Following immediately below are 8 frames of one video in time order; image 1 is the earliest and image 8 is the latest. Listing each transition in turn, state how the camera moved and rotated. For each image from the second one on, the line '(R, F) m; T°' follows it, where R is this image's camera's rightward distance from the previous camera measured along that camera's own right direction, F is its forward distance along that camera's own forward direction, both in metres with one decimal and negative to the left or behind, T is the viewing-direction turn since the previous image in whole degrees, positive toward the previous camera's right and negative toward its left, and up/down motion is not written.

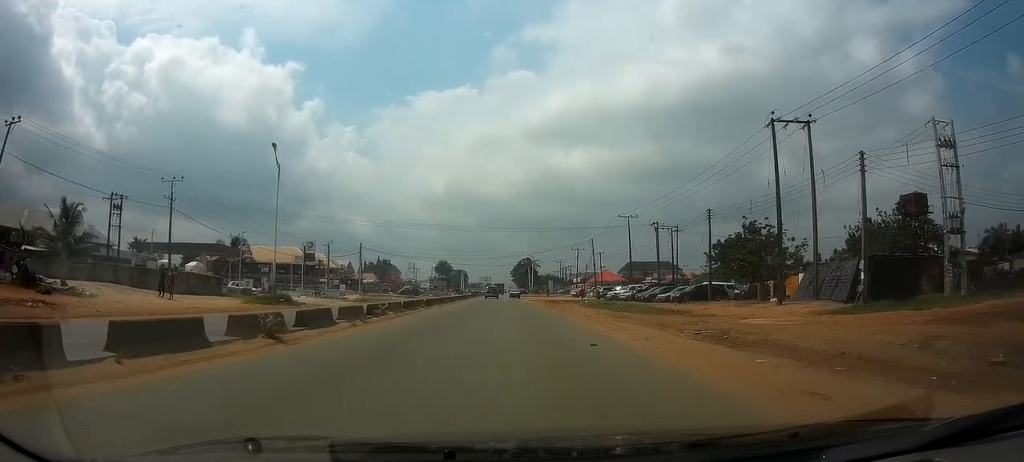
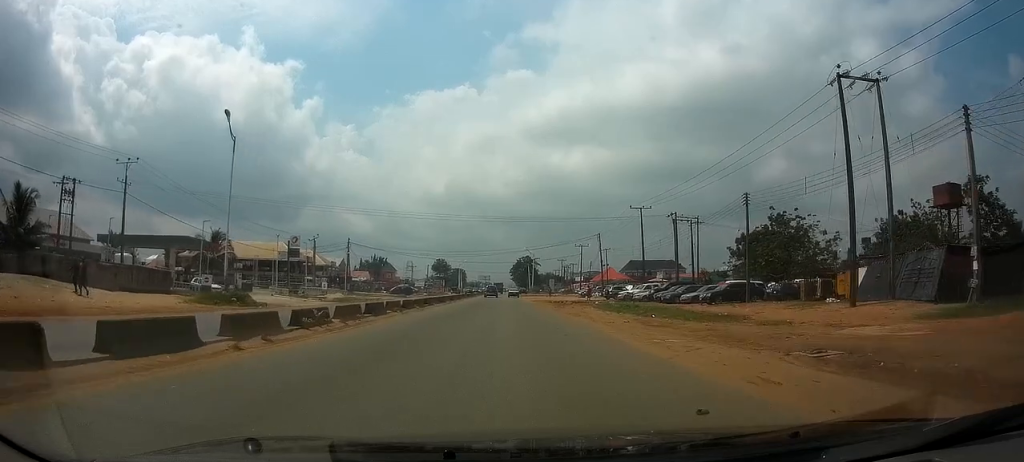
(+0.1, +7.3) m; +1°
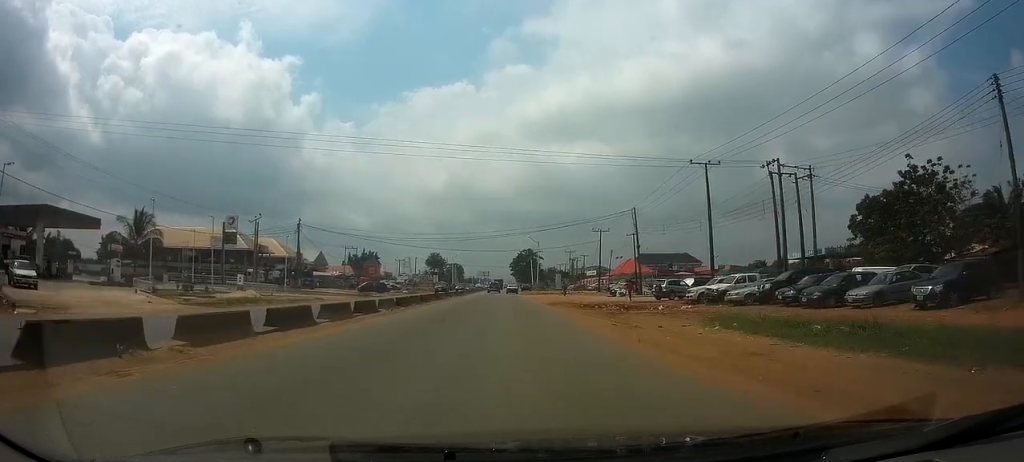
(+0.1, +22.4) m; +1°
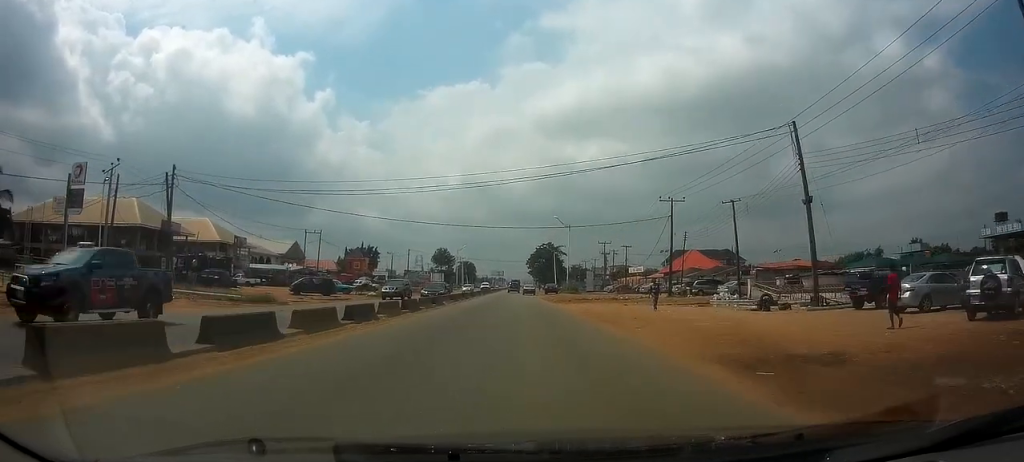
(-0.2, +33.2) m; -1°
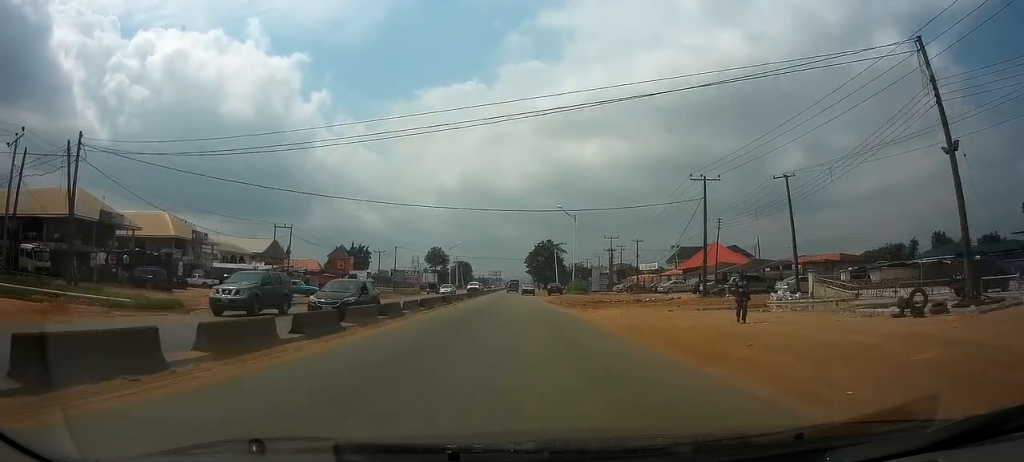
(-0.1, +11.1) m; 0°
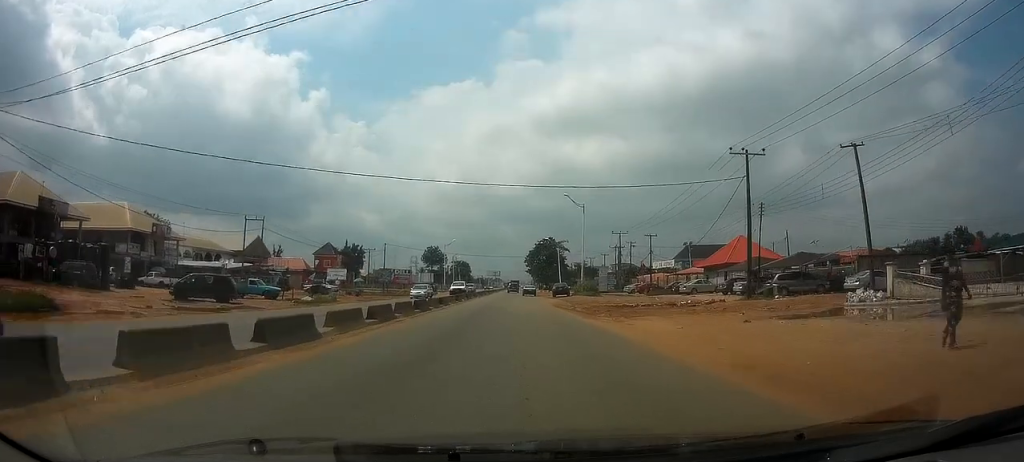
(0.0, +9.4) m; 0°
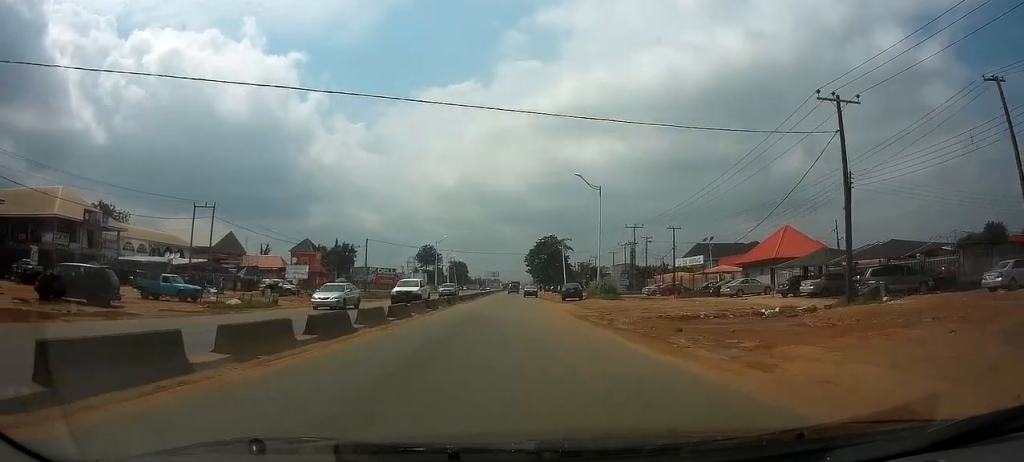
(0.0, +12.6) m; 0°
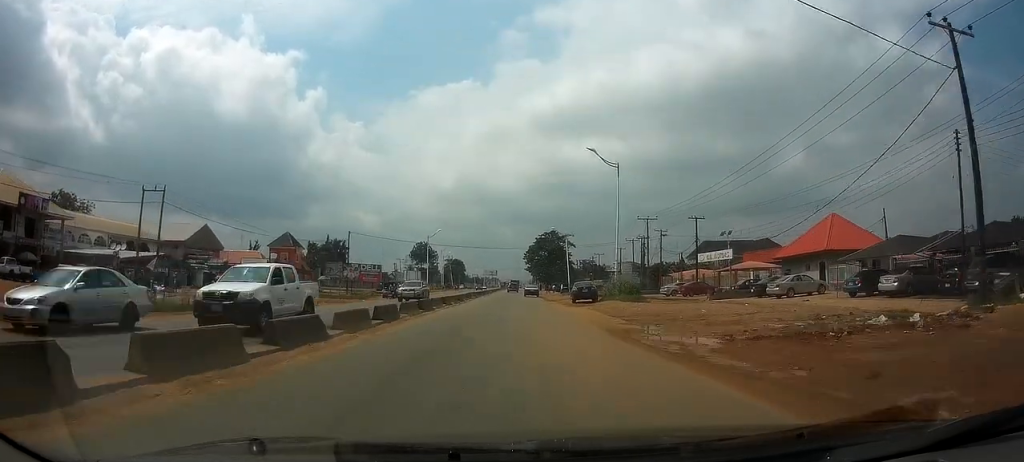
(0.0, +9.5) m; 0°
